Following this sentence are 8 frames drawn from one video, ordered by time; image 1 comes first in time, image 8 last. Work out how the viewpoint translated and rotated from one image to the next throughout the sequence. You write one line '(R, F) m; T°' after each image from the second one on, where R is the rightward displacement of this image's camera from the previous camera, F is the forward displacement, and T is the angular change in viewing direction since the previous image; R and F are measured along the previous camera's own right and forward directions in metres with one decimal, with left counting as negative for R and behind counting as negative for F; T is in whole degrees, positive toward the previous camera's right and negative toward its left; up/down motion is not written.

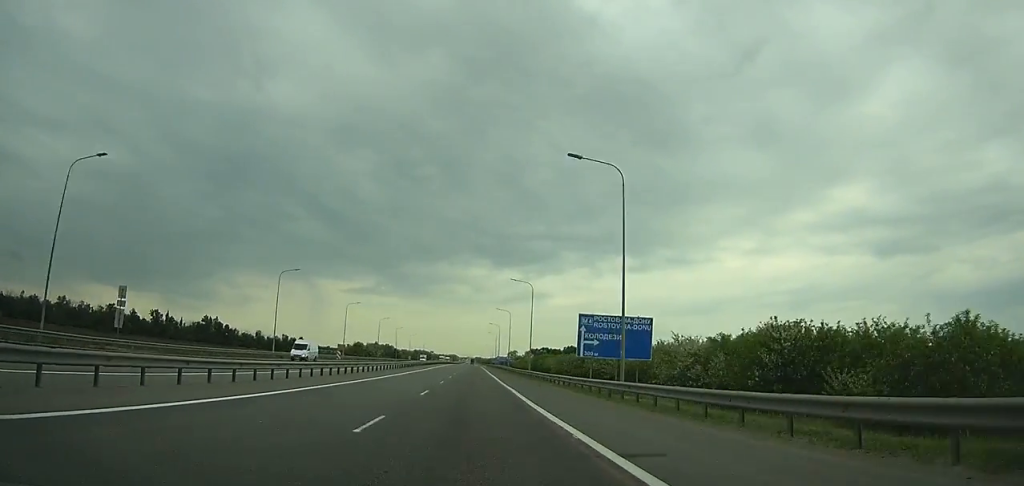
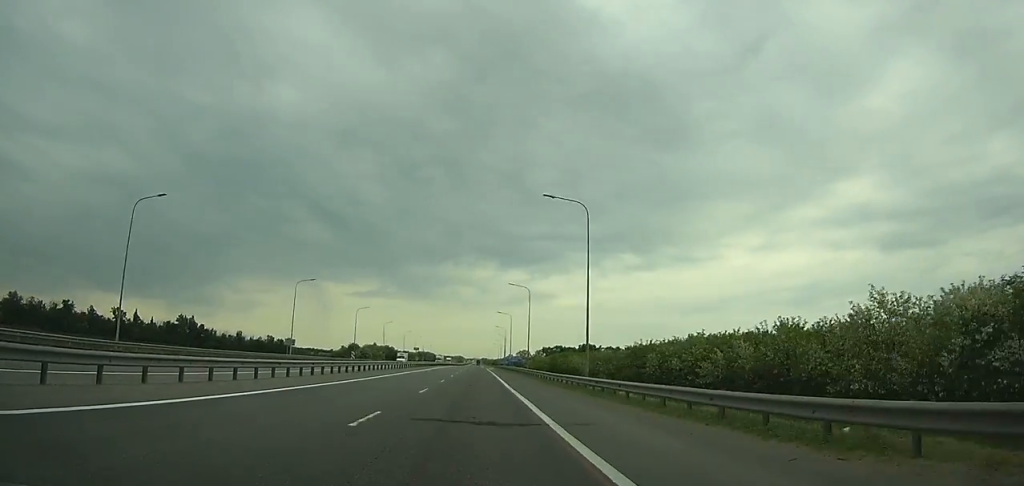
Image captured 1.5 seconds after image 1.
(-0.2, +35.7) m; -1°
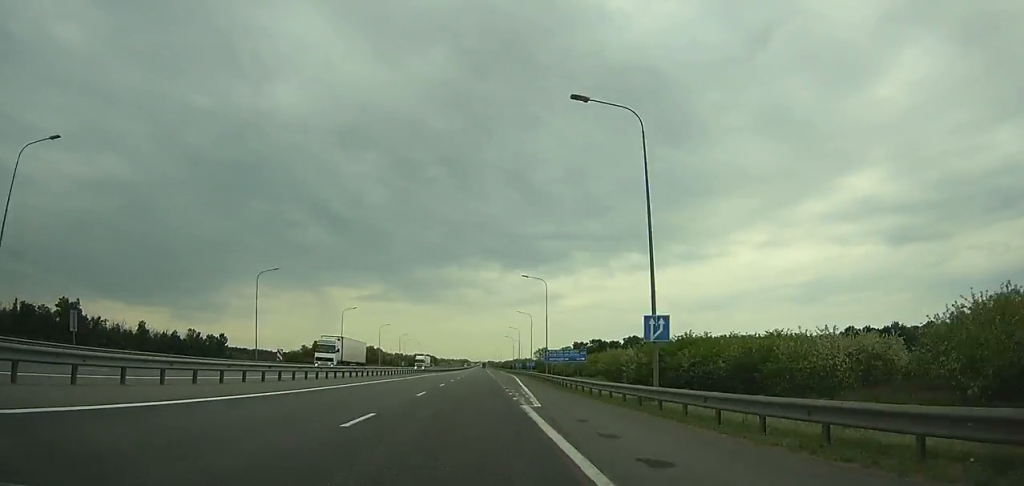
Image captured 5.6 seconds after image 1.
(-0.9, +96.4) m; -1°
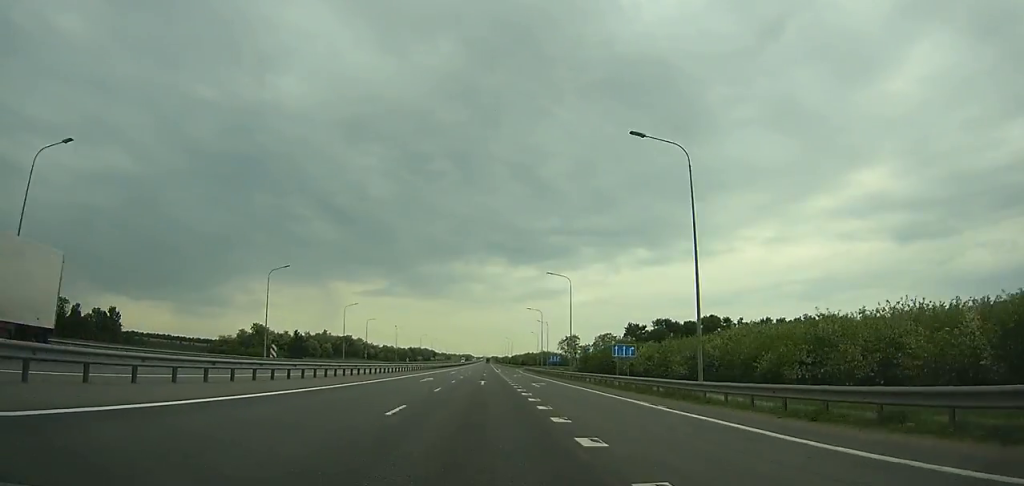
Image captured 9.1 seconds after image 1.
(-0.2, +82.1) m; 0°
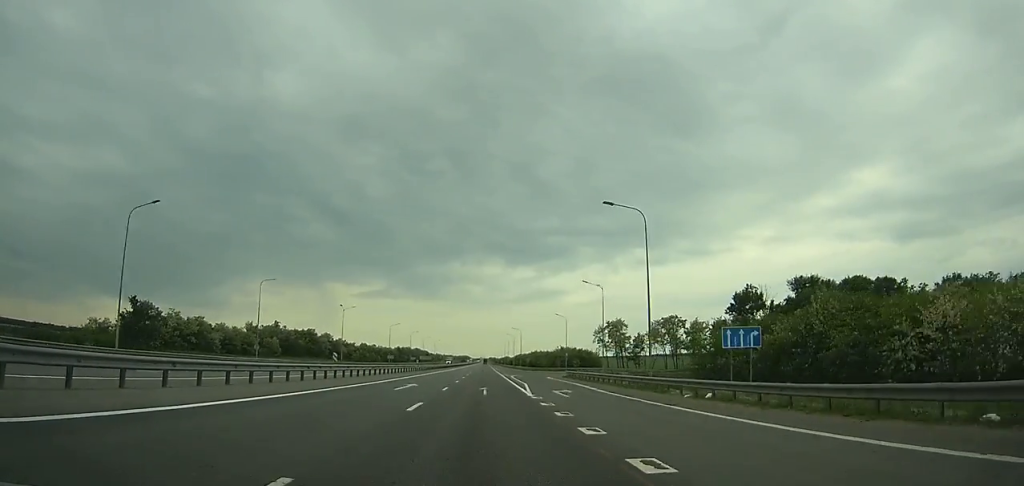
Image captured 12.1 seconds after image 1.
(0.0, +70.5) m; 0°
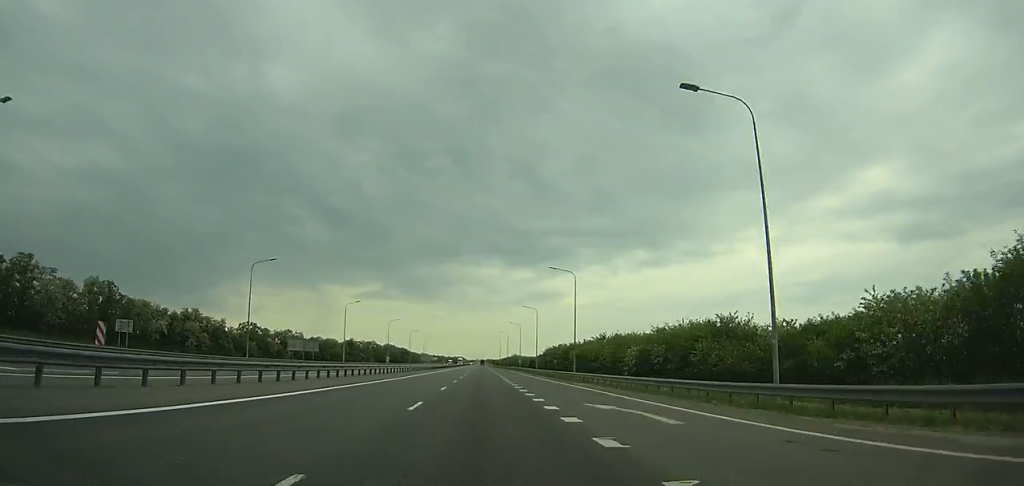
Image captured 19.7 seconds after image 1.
(+0.6, +179.8) m; 0°
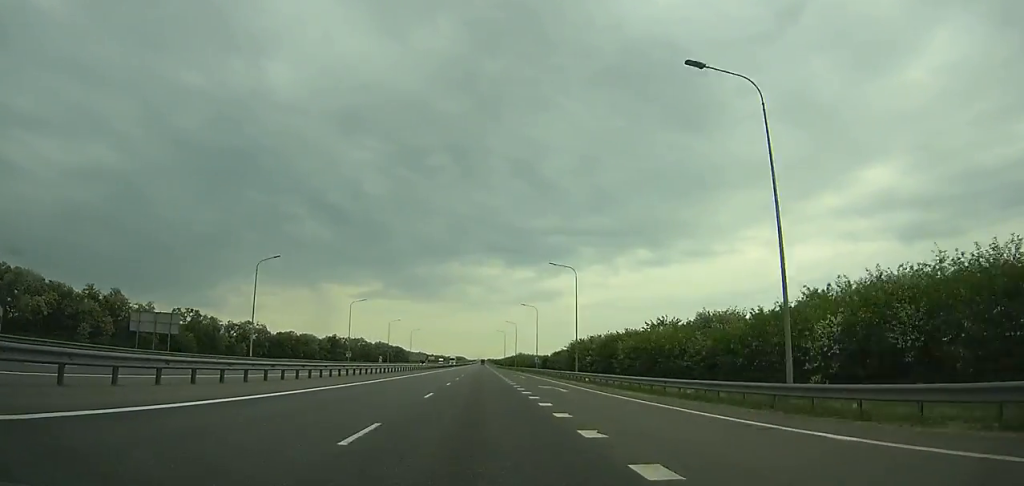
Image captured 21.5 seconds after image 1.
(+0.1, +42.8) m; 0°
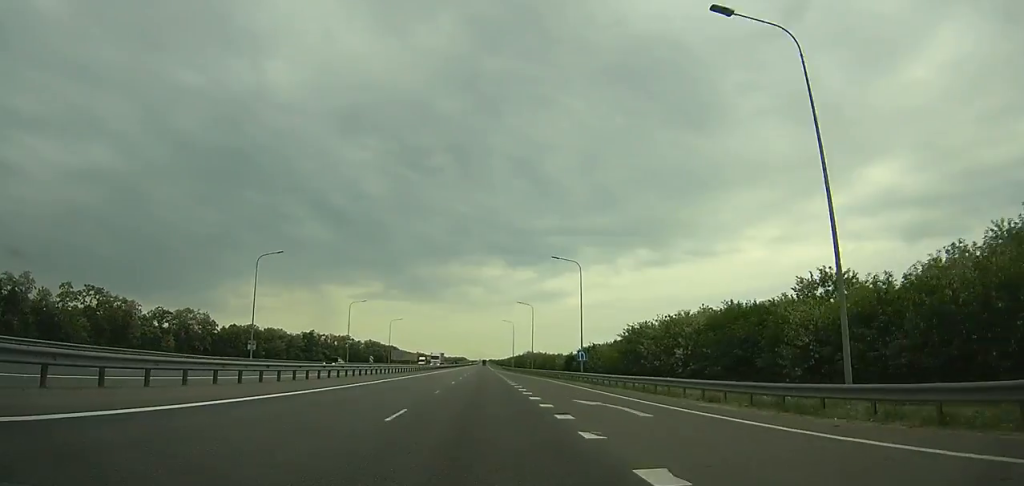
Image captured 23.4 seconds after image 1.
(0.0, +45.3) m; 0°
